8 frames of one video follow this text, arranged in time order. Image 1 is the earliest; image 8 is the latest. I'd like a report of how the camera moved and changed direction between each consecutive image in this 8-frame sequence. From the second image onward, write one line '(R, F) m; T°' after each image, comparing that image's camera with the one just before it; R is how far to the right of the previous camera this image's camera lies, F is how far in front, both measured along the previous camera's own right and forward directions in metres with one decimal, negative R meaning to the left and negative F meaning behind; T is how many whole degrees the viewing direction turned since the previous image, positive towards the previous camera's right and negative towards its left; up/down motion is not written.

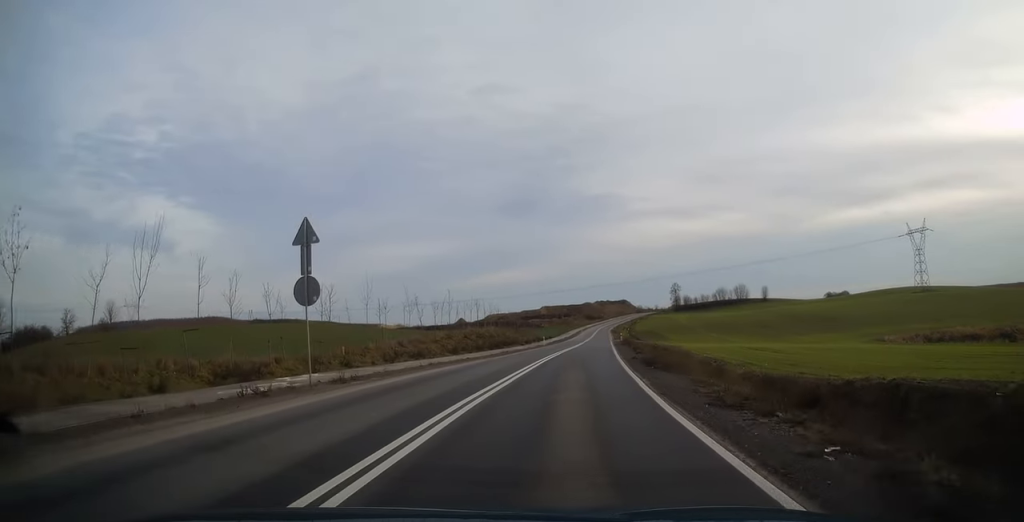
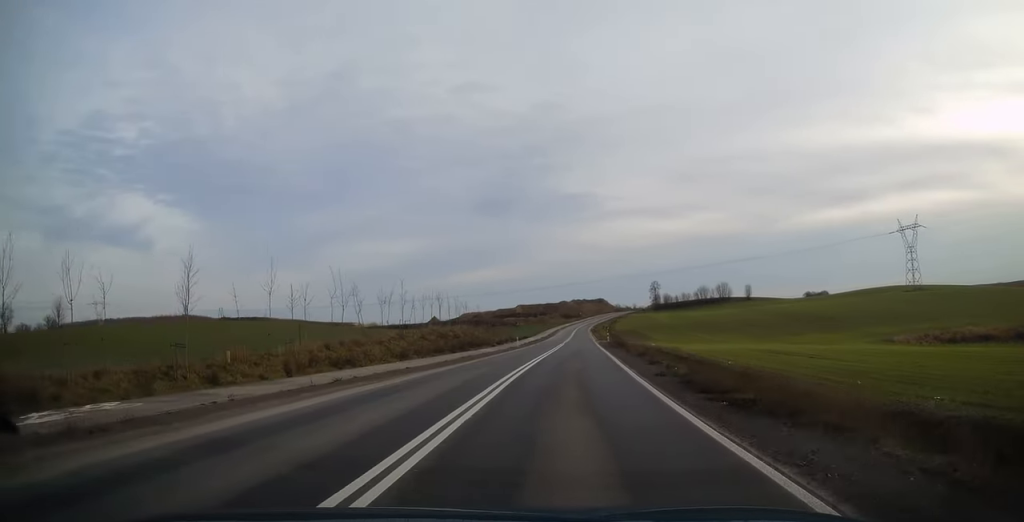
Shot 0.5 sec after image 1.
(+0.2, +10.6) m; +2°
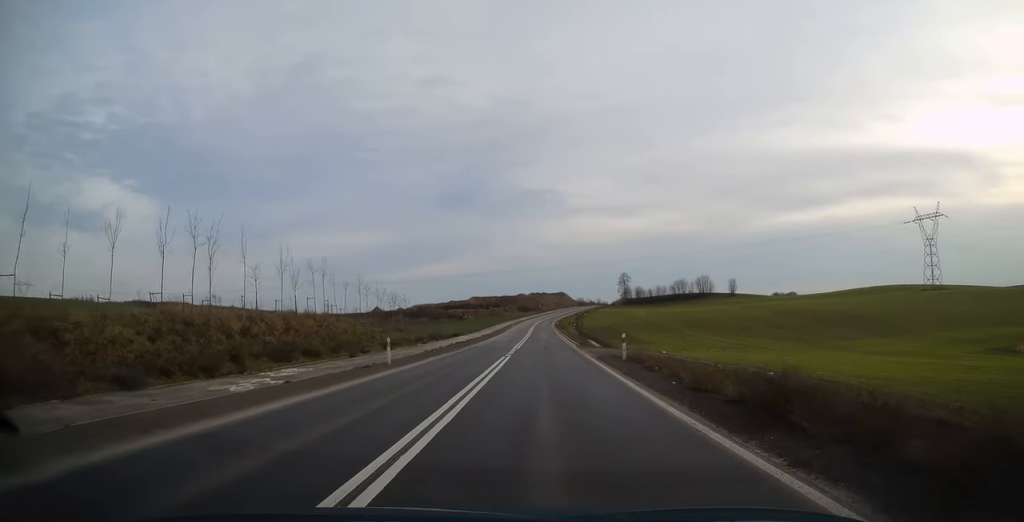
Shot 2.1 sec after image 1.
(+2.6, +38.3) m; +7°
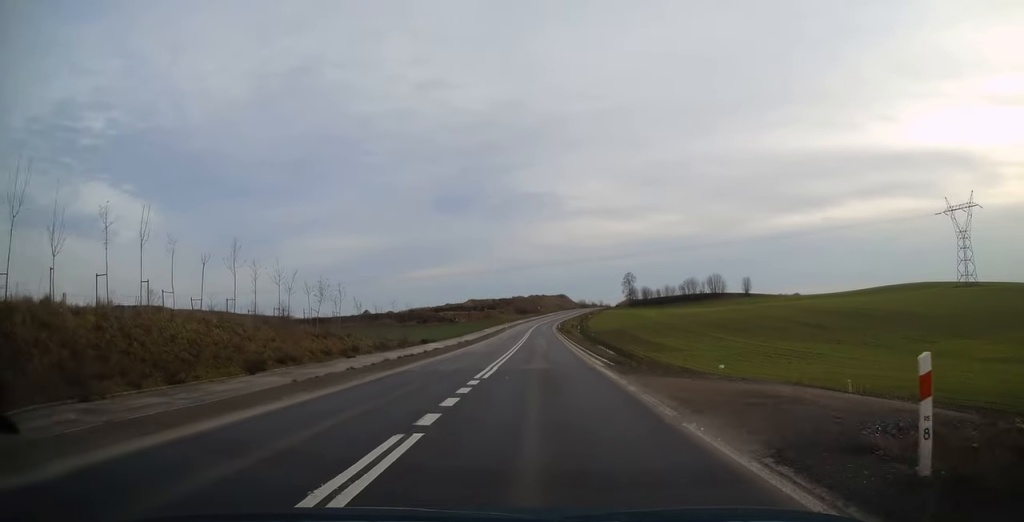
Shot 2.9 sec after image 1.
(+0.2, +19.4) m; +1°
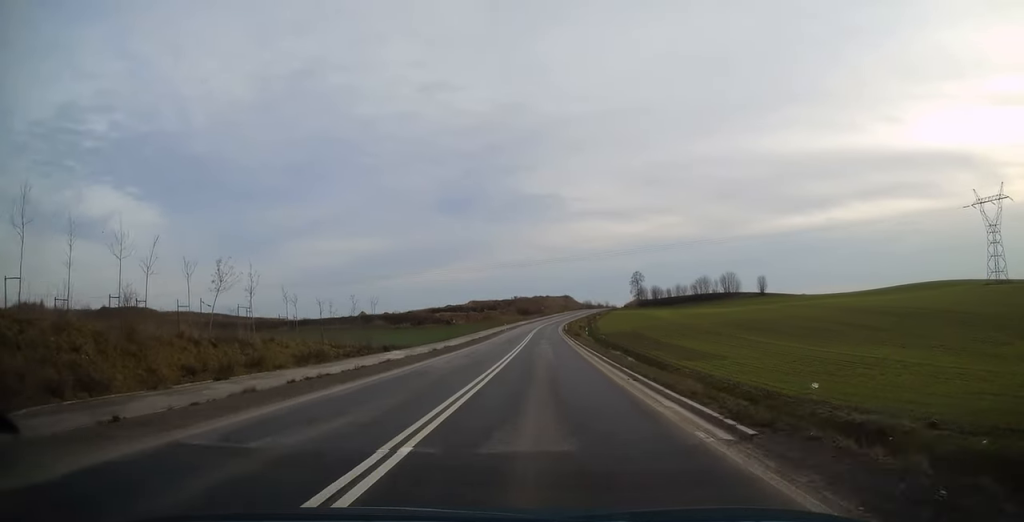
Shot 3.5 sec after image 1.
(0.0, +13.6) m; 0°
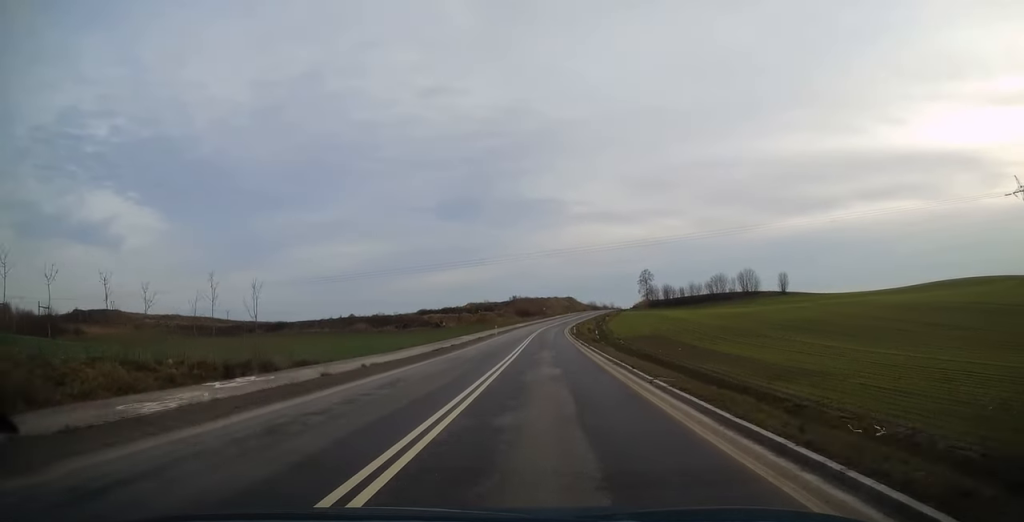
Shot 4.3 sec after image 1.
(0.0, +19.9) m; +1°
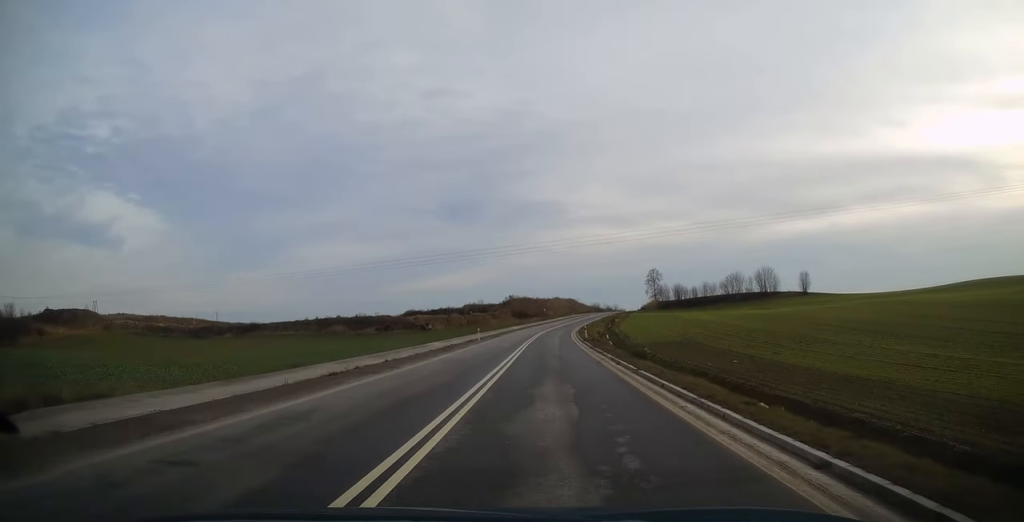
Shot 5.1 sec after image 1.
(+0.3, +18.6) m; 0°
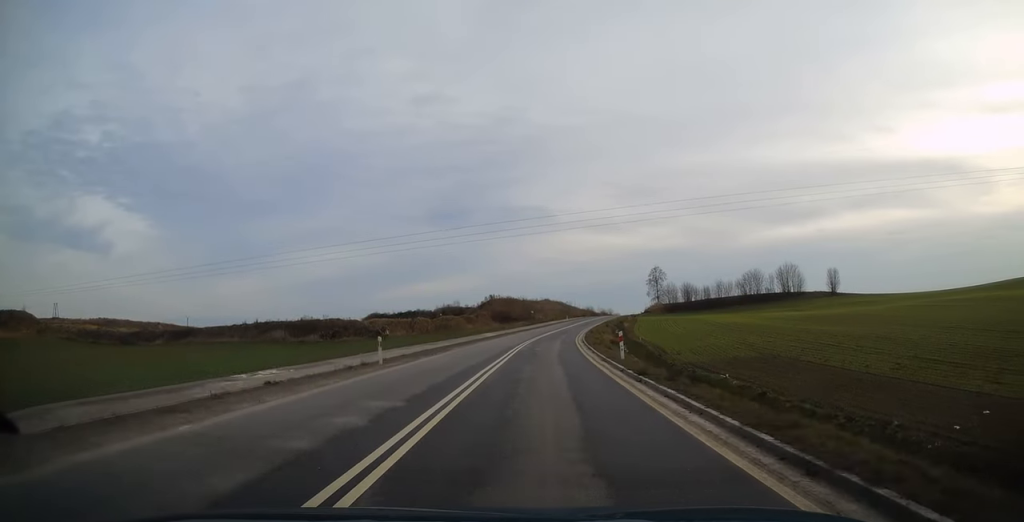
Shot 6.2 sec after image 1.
(-0.3, +28.6) m; 0°
